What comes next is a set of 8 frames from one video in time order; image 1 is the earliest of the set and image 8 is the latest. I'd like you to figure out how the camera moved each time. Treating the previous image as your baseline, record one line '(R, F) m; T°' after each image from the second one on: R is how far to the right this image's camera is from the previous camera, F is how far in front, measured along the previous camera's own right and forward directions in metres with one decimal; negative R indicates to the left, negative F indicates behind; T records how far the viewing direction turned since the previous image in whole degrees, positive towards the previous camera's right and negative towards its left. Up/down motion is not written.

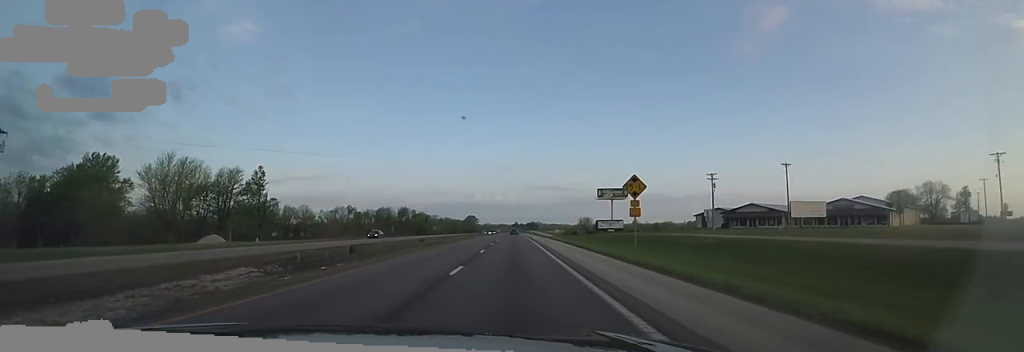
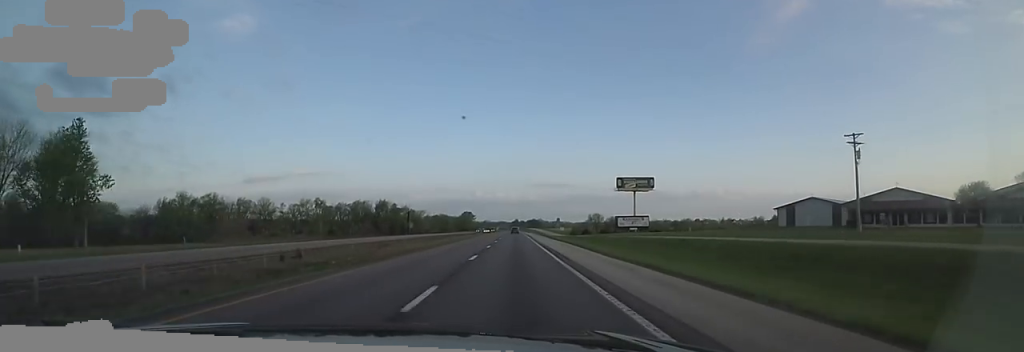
(-0.9, +44.9) m; -1°
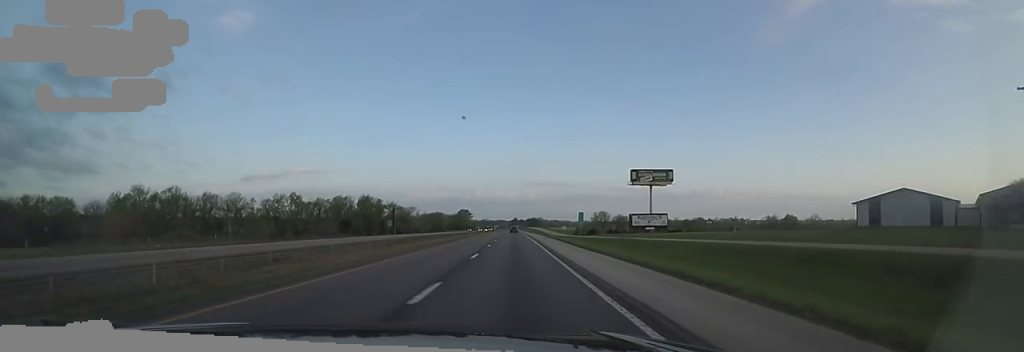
(-0.1, +24.7) m; 0°
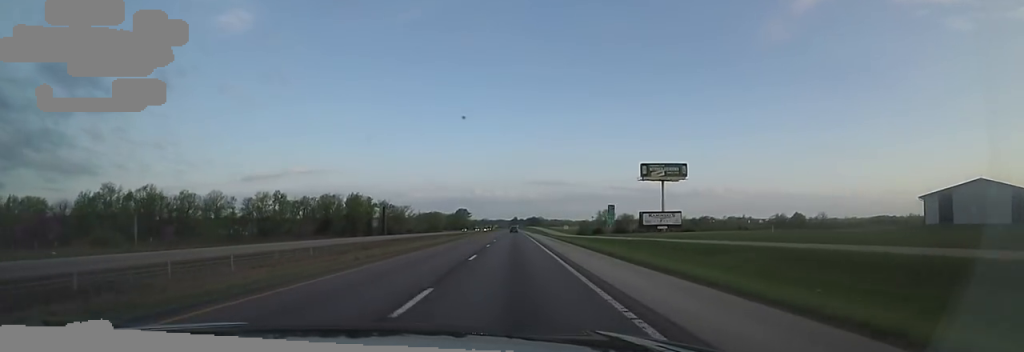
(+0.2, +14.0) m; 0°
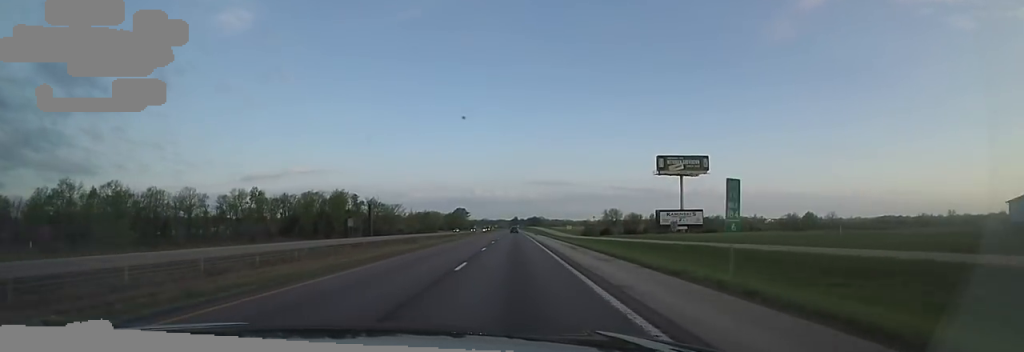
(+0.1, +17.4) m; 0°
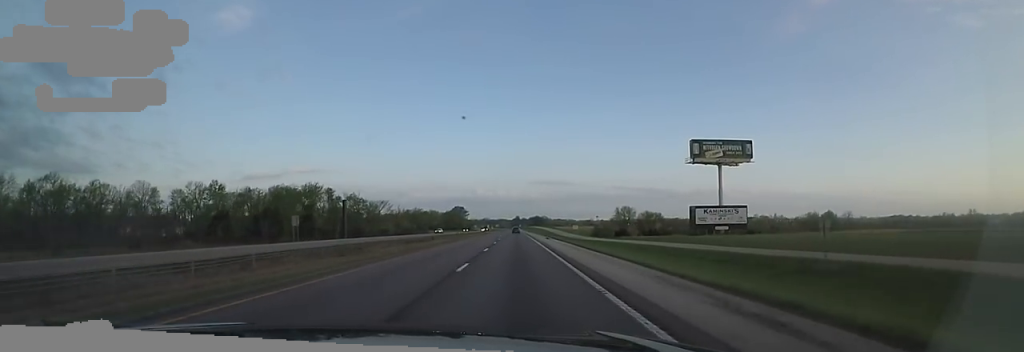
(-0.1, +25.3) m; +1°
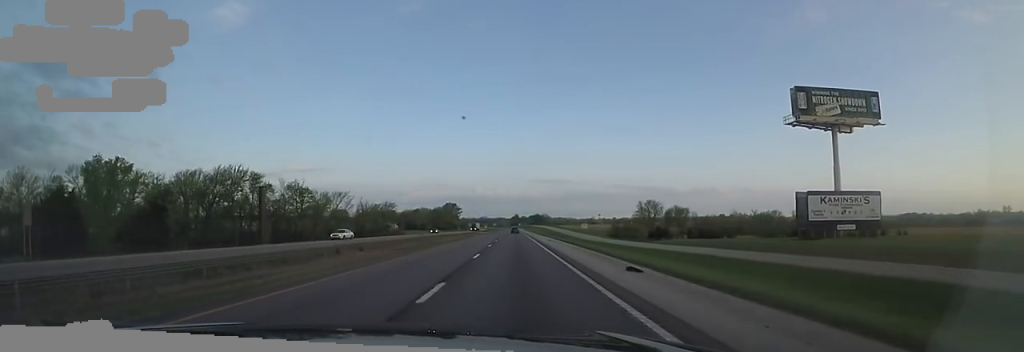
(0.0, +42.7) m; -2°
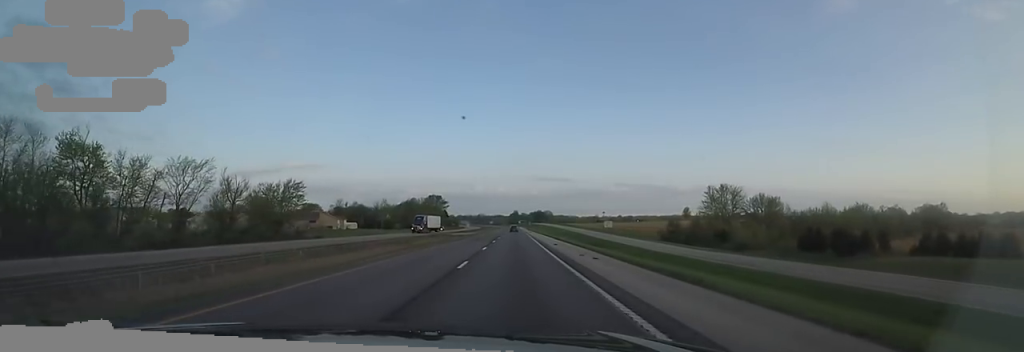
(+0.2, +65.0) m; +3°
